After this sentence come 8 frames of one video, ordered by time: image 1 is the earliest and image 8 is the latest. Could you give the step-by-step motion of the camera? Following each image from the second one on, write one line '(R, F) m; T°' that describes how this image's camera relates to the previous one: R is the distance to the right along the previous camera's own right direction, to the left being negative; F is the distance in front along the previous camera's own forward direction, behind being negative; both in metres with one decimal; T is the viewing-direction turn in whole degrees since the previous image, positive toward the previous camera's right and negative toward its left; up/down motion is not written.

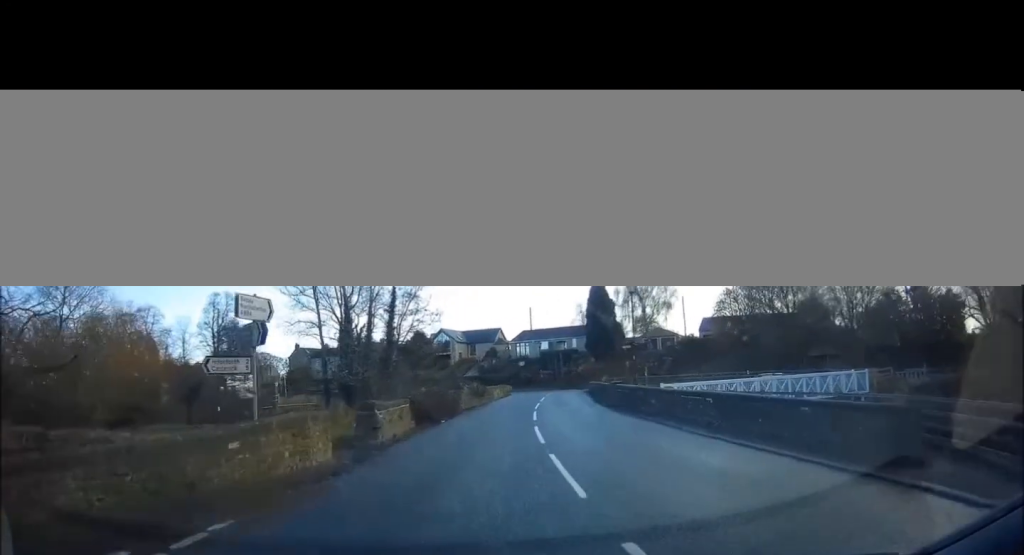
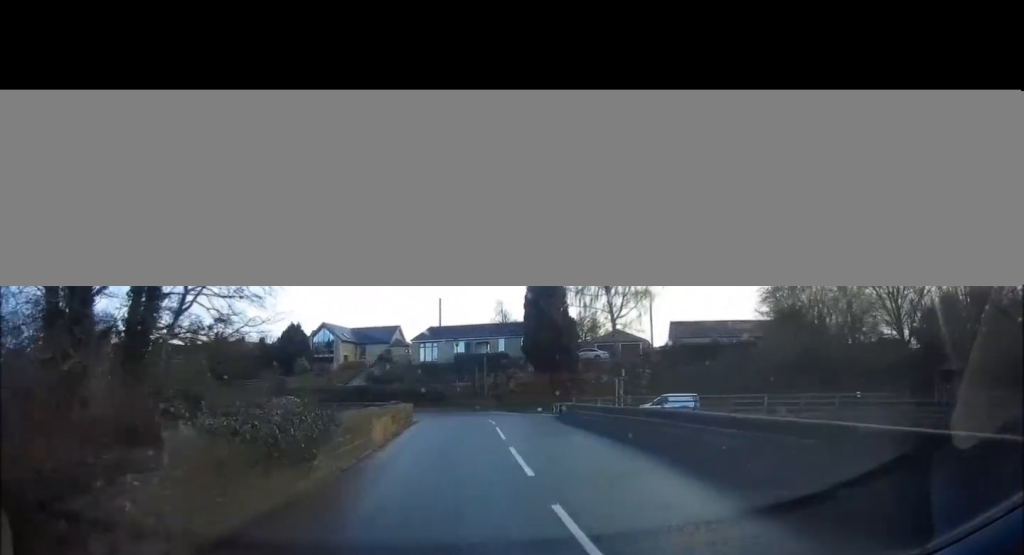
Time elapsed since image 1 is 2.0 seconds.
(+1.9, +22.3) m; +10°
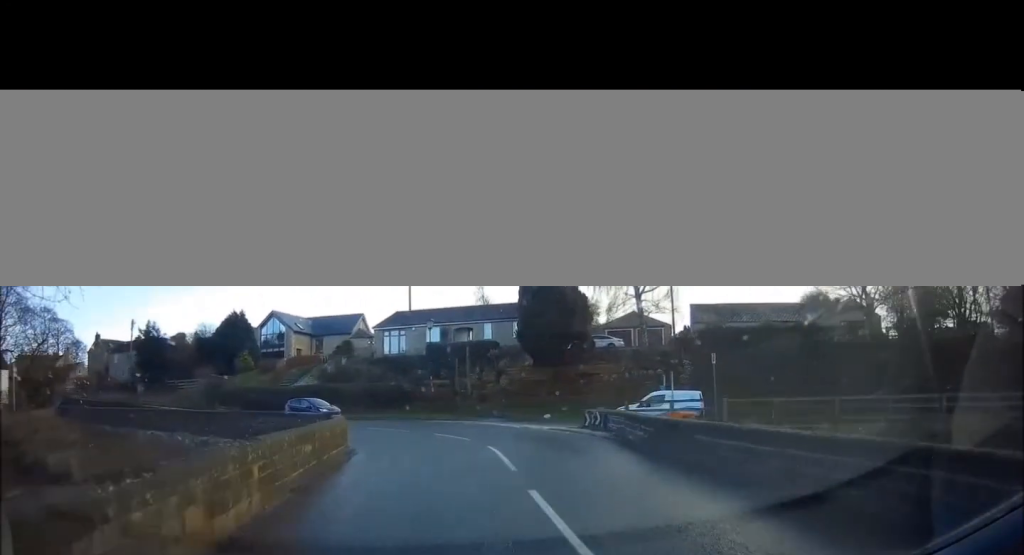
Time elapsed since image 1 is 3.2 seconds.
(+0.8, +12.8) m; +5°
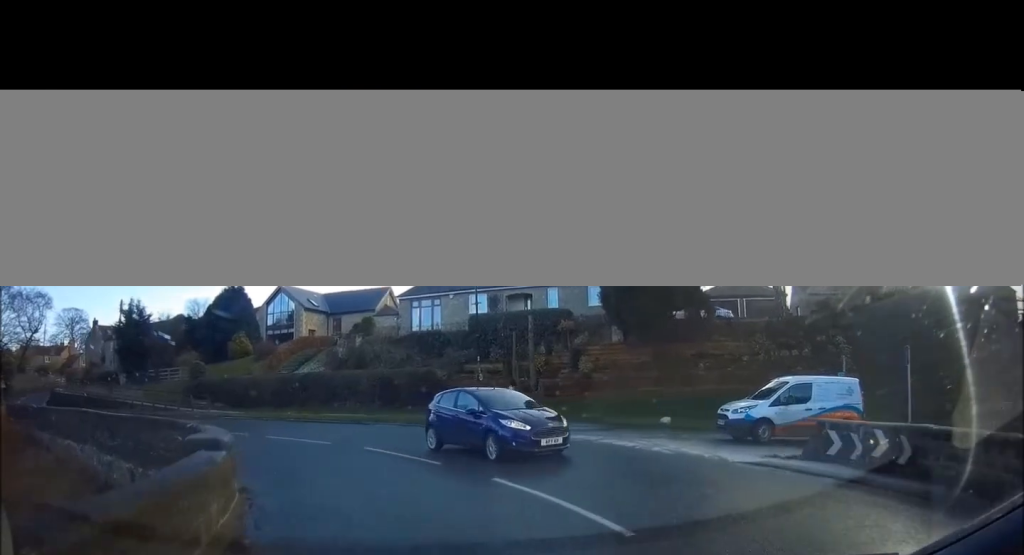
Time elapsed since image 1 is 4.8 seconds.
(0.0, +12.6) m; -5°
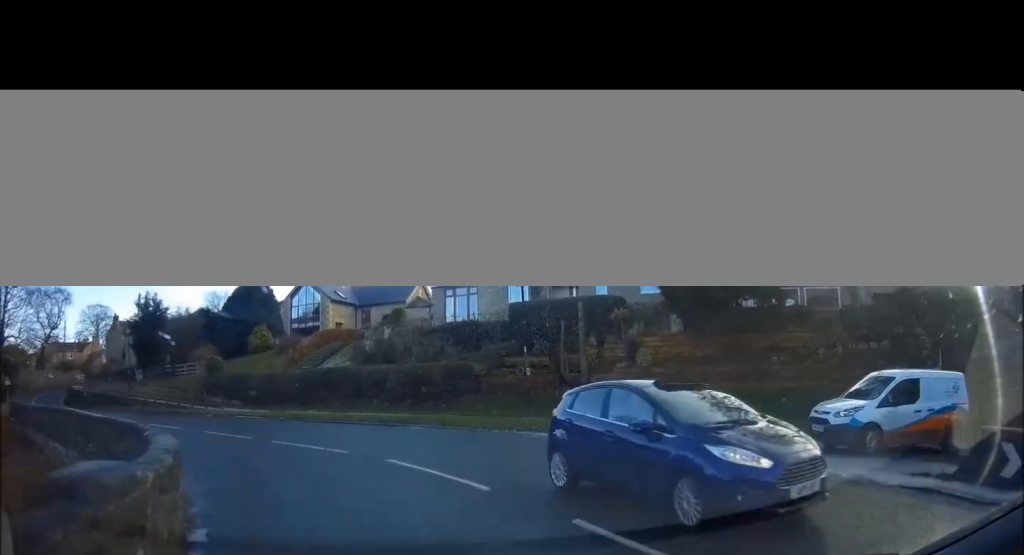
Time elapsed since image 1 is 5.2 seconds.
(-0.2, +3.0) m; -5°
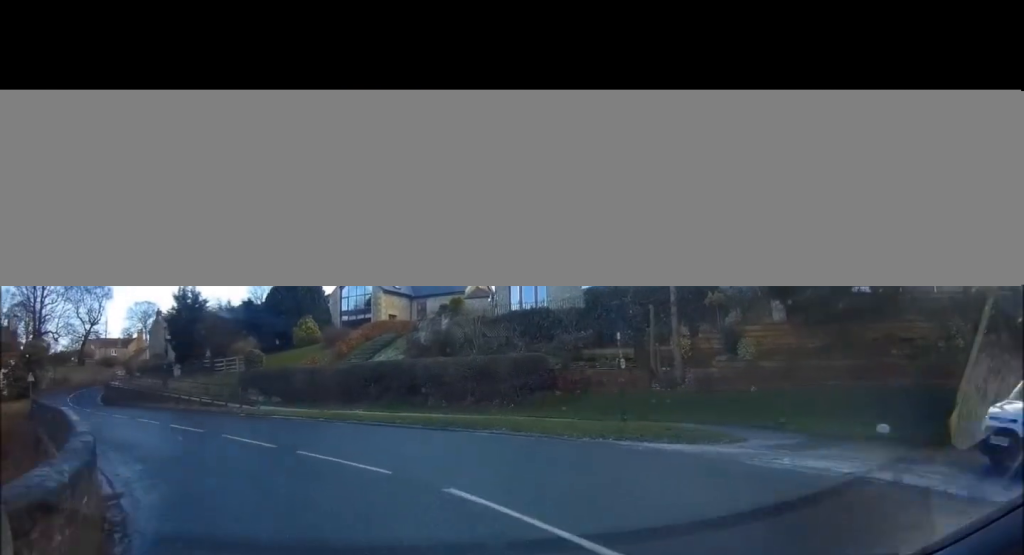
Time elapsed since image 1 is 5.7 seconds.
(0.0, +3.5) m; -6°
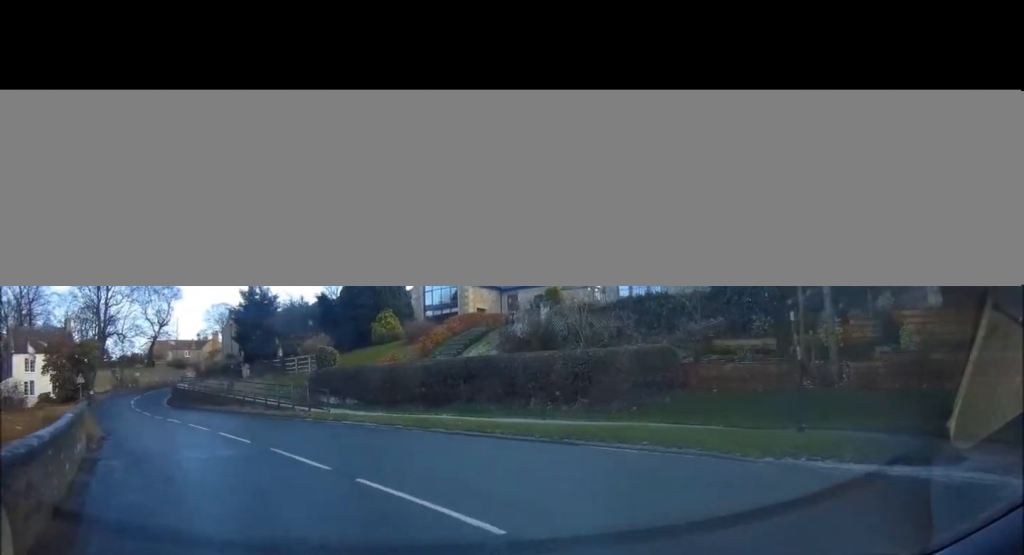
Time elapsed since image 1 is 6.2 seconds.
(-0.3, +3.6) m; -8°
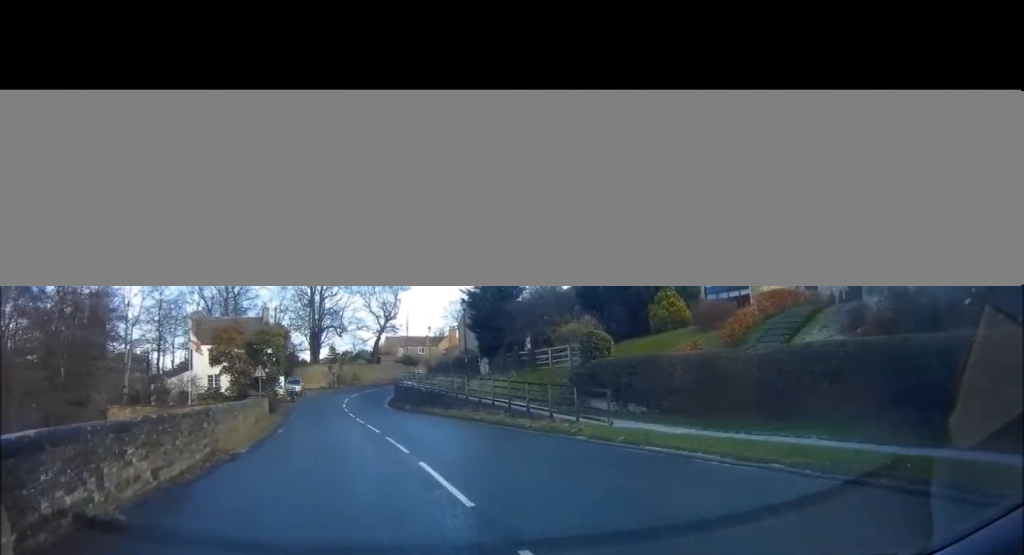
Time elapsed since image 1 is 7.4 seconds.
(-1.3, +8.2) m; -24°
